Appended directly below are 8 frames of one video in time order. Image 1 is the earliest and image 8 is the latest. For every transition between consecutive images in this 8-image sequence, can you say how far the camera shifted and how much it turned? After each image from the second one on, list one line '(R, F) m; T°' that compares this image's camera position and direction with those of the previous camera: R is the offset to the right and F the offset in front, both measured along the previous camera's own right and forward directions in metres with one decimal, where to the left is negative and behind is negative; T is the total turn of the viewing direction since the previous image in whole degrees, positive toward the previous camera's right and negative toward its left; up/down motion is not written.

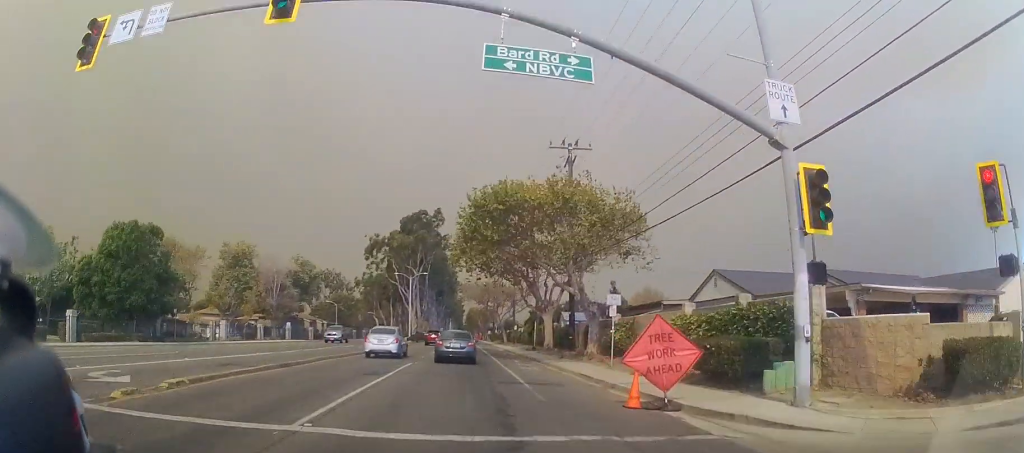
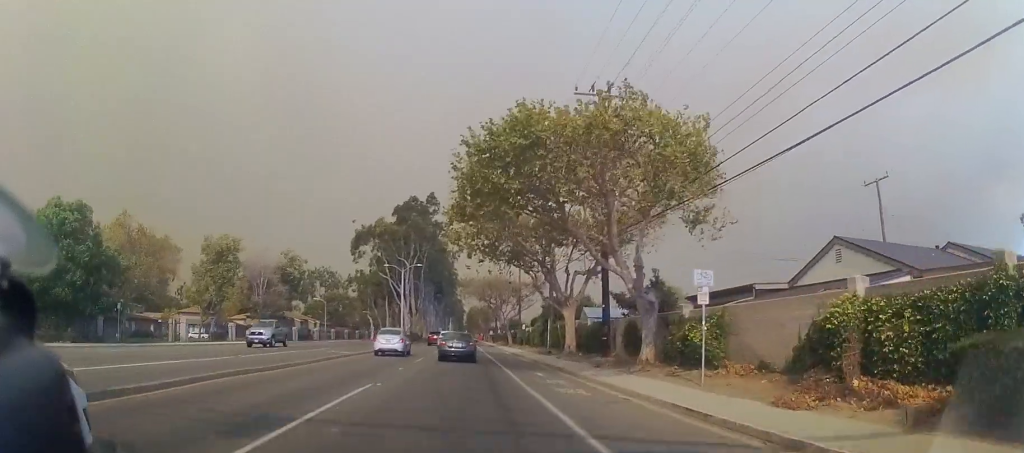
(+0.3, +9.8) m; 0°
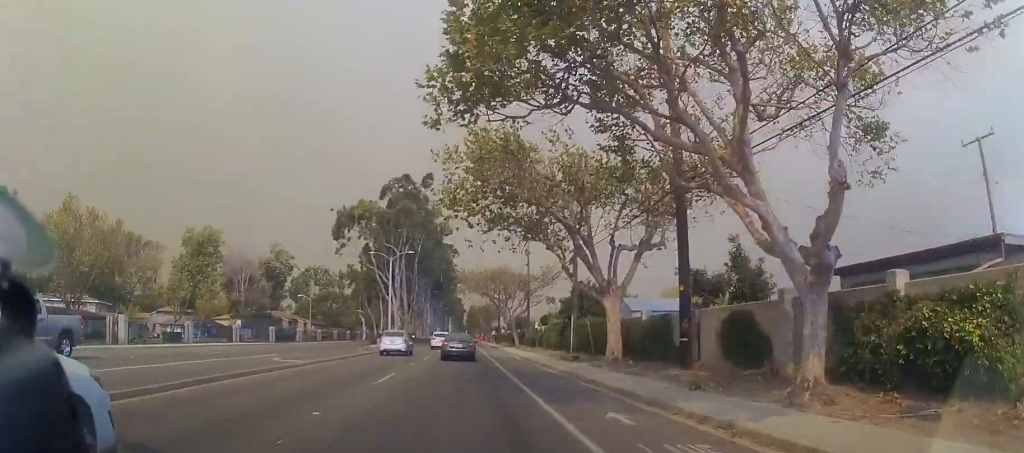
(-0.1, +11.4) m; -1°
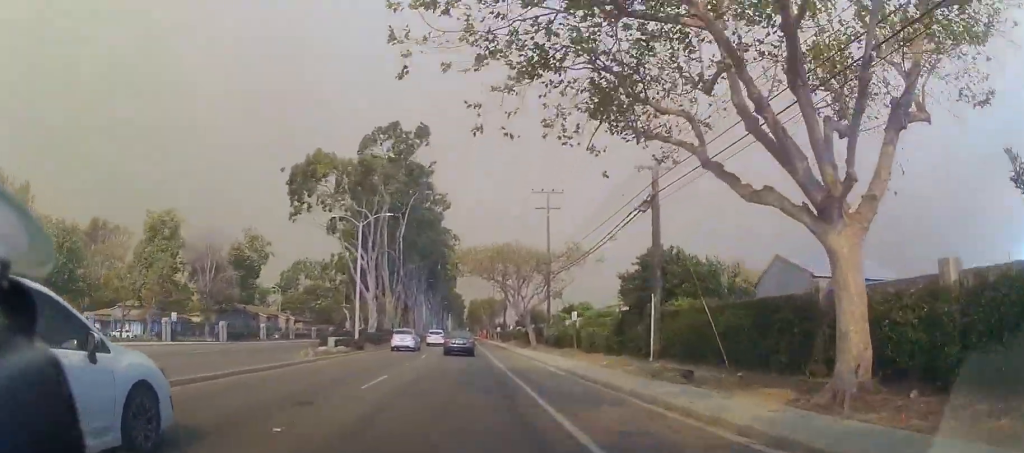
(-0.3, +17.8) m; -1°
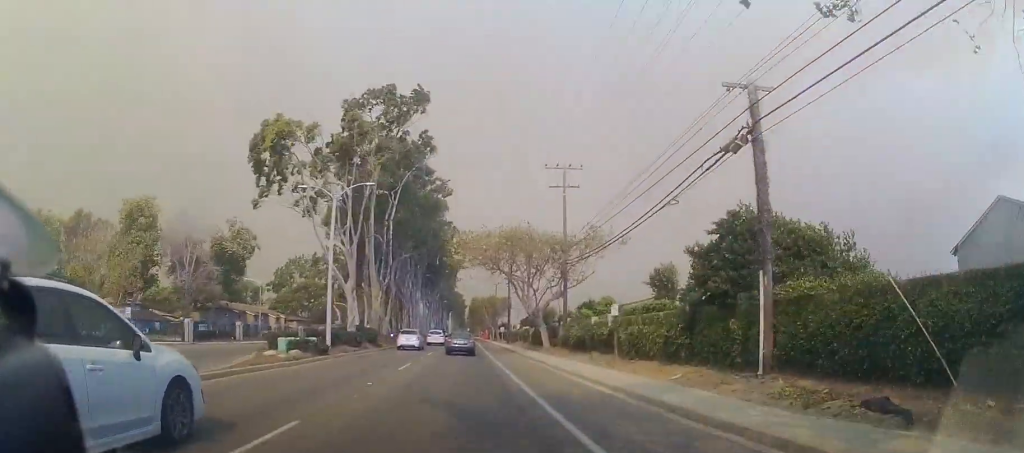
(0.0, +9.1) m; -1°
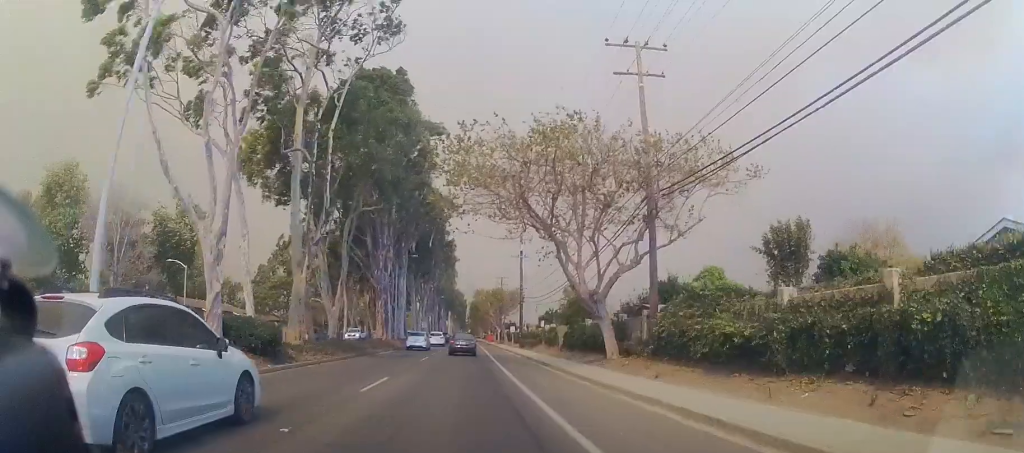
(-0.5, +22.3) m; -1°
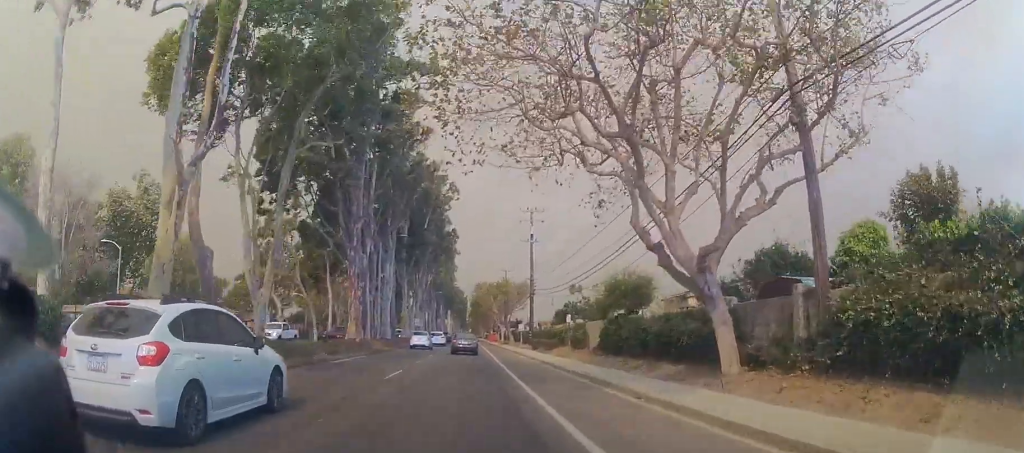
(+0.3, +12.5) m; +1°
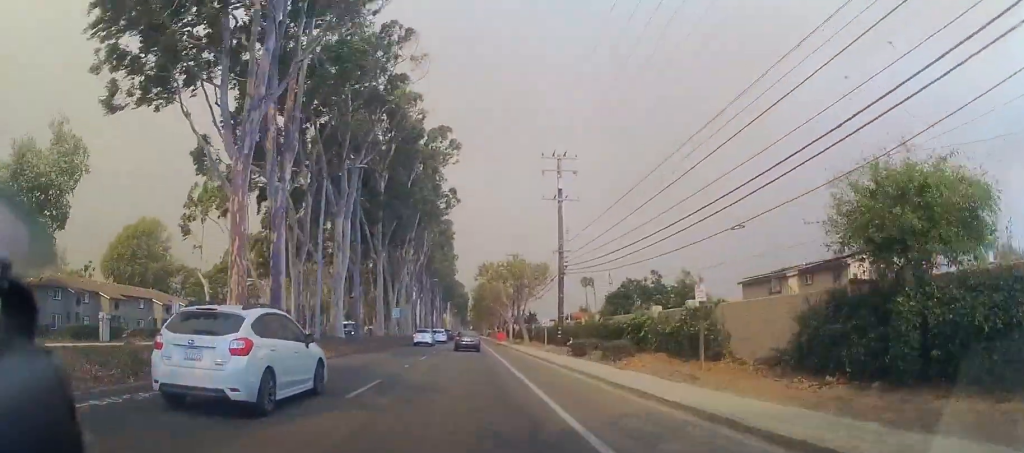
(0.0, +20.7) m; -1°
